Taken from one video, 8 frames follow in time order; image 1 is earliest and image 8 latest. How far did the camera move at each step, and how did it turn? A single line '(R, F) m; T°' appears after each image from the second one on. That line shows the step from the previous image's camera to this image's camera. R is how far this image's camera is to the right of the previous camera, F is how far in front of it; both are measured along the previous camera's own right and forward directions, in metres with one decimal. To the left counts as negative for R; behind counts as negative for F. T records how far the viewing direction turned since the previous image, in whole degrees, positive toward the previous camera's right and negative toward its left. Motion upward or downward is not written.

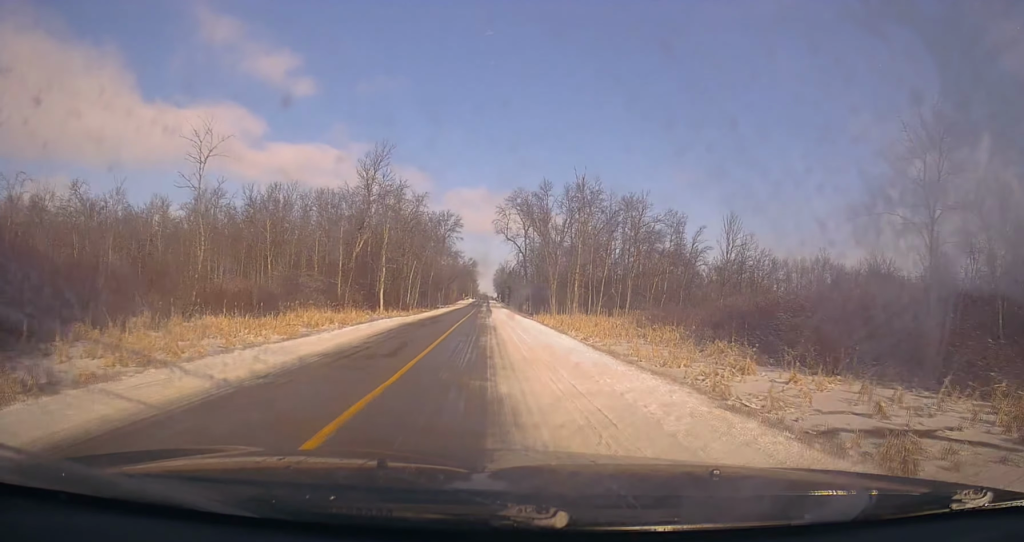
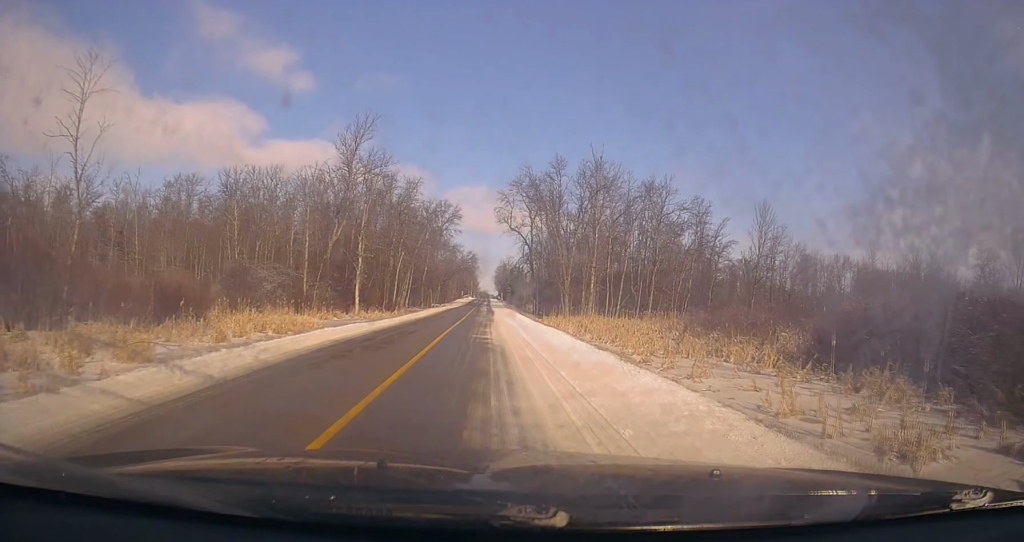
(+0.5, +12.9) m; 0°
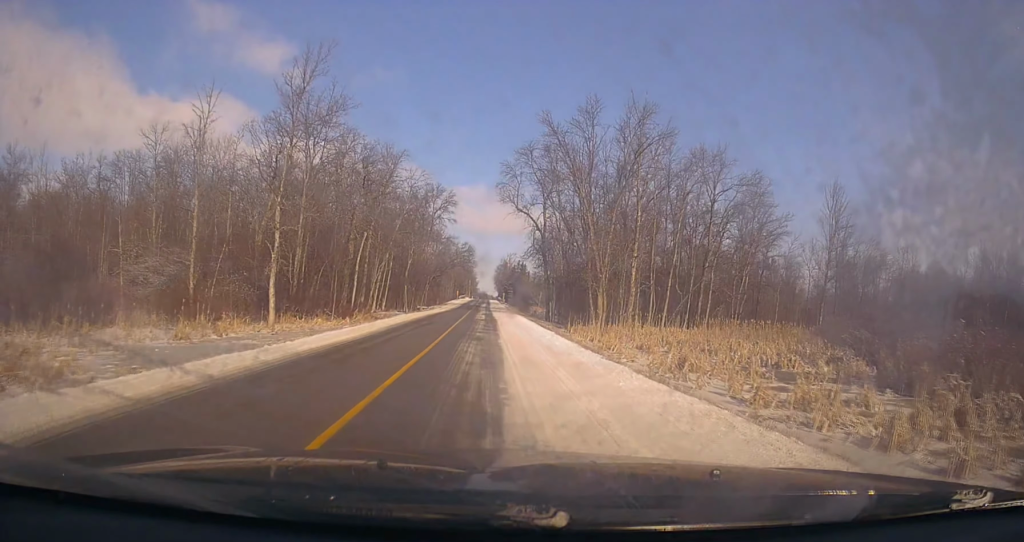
(-0.6, +21.3) m; -2°
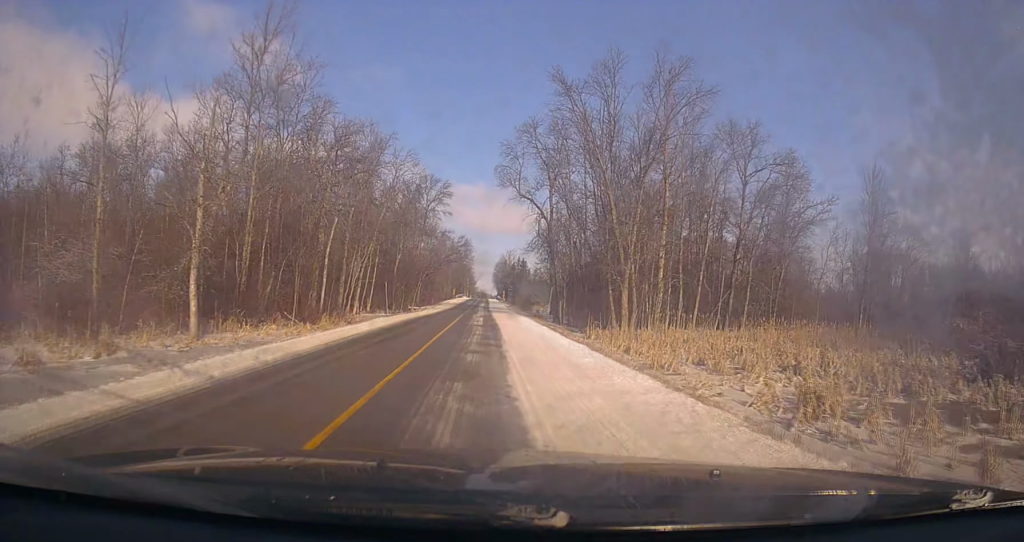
(0.0, +9.2) m; +1°
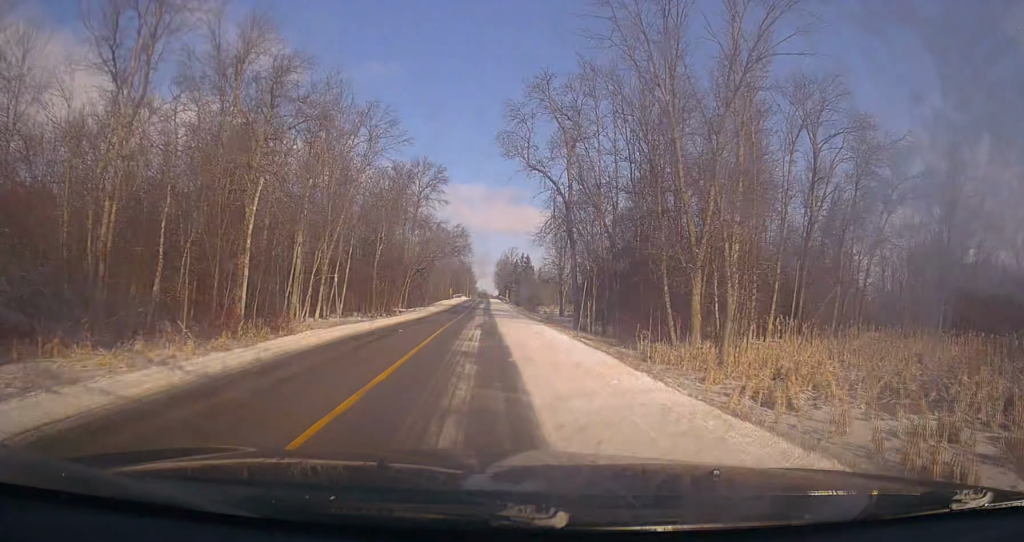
(+0.1, +13.9) m; +1°
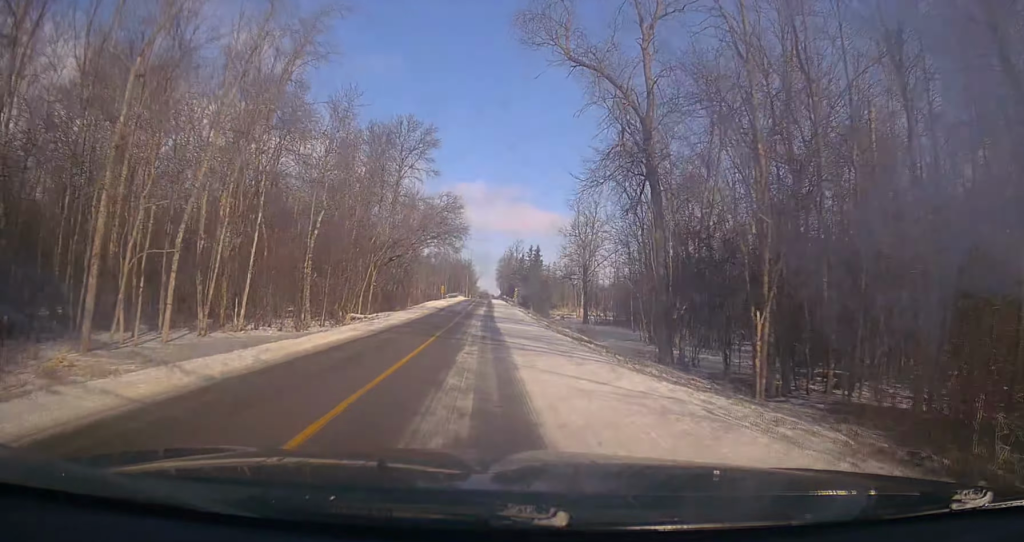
(+0.1, +23.3) m; -1°
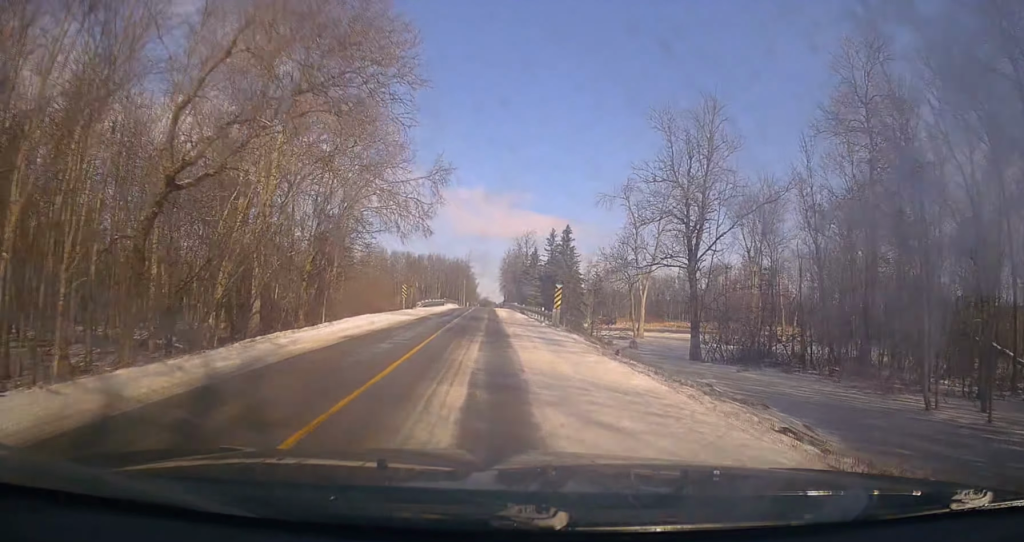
(+0.1, +40.9) m; +1°
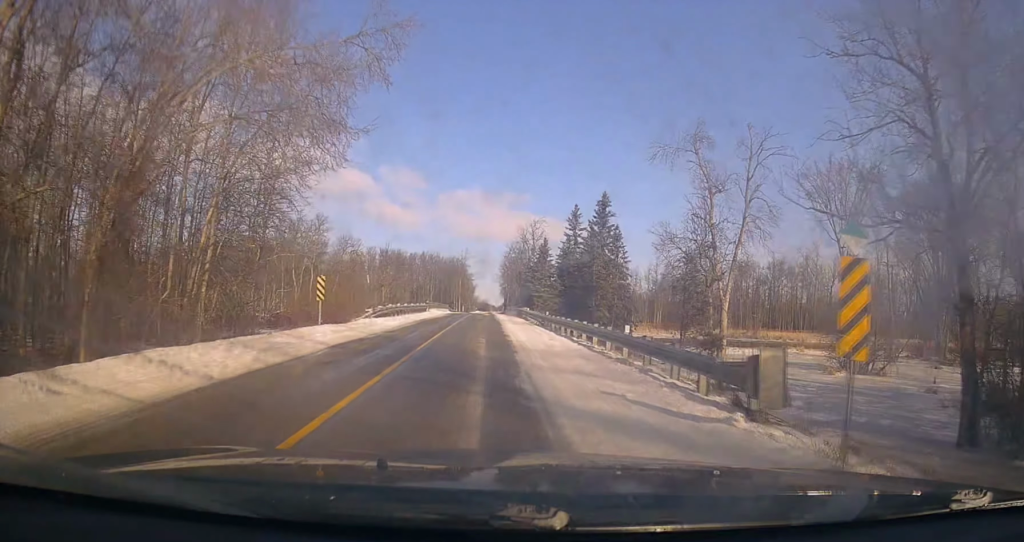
(-0.1, +23.3) m; -2°
